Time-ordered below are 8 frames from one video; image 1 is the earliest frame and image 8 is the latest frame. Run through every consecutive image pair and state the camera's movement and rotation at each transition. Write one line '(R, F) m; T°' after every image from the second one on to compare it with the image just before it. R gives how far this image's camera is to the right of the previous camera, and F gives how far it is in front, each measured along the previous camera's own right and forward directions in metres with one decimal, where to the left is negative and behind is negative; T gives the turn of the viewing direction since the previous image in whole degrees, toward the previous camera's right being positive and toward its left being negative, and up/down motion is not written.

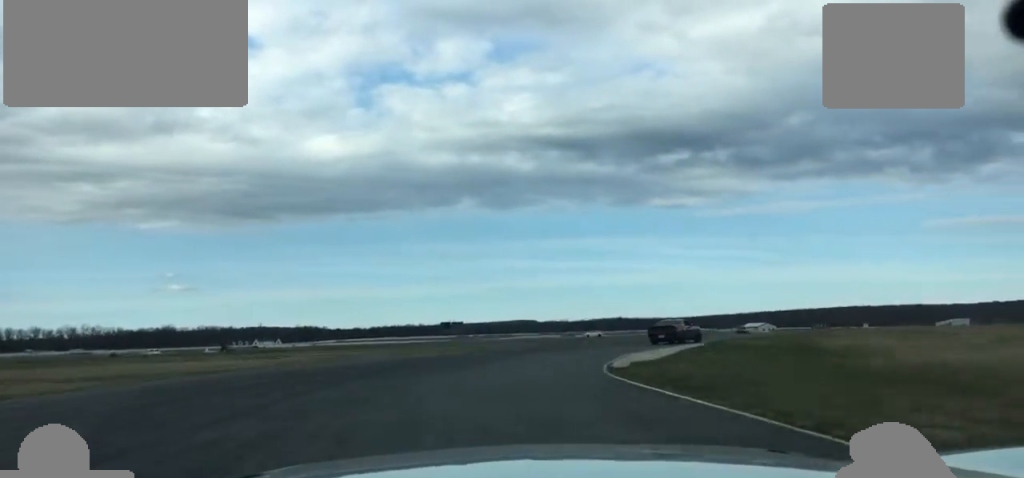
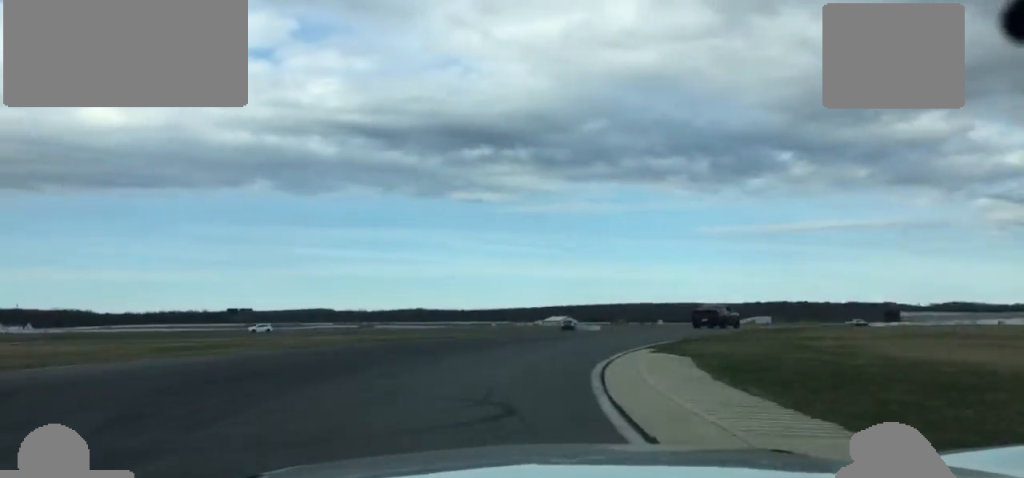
(+2.6, +25.4) m; +14°
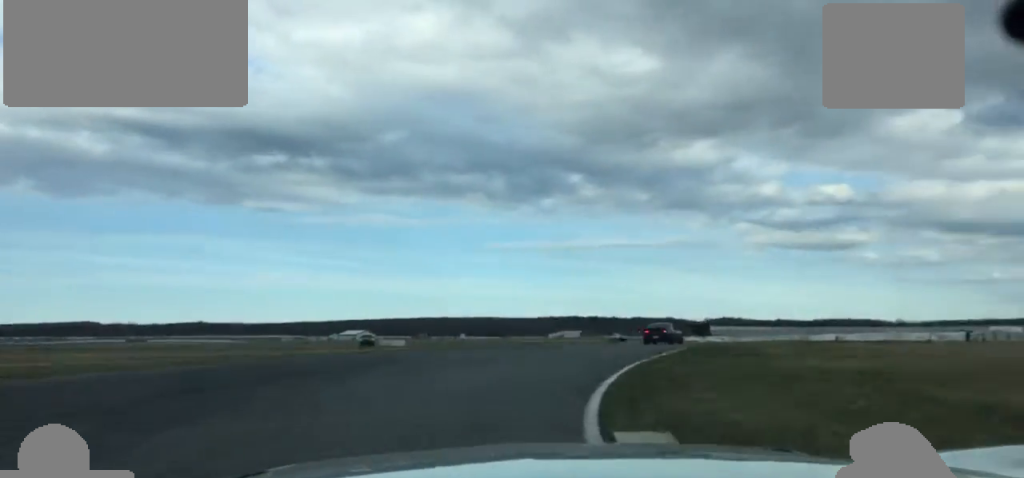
(+2.8, +19.0) m; +11°
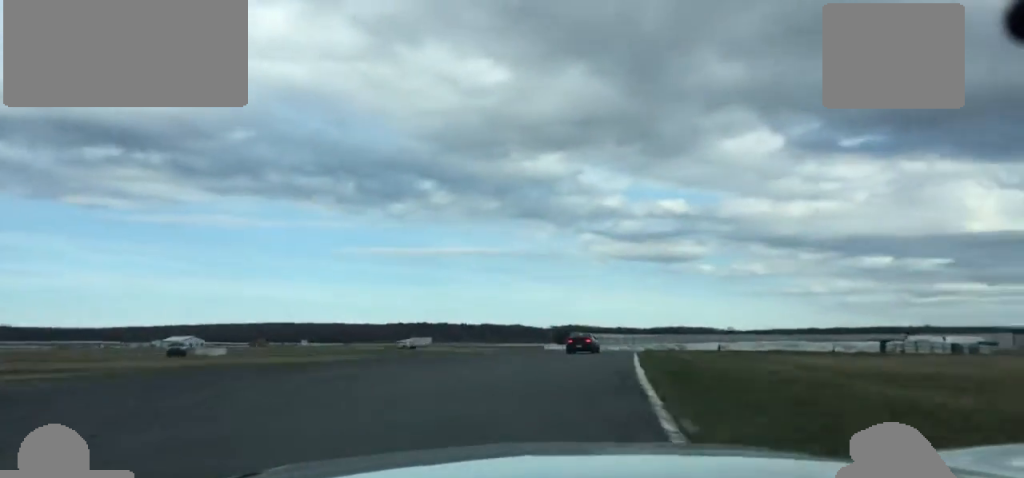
(+1.0, +14.7) m; +8°
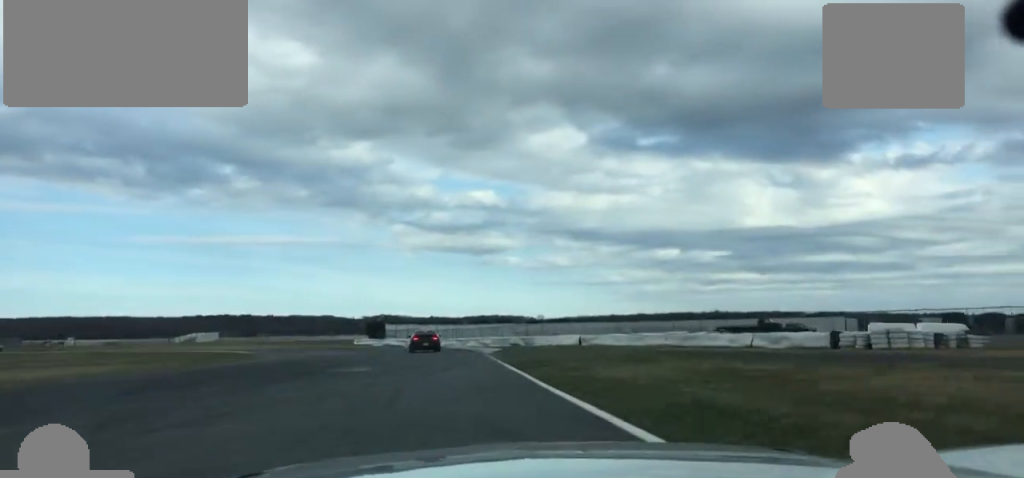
(+2.2, +23.2) m; +8°
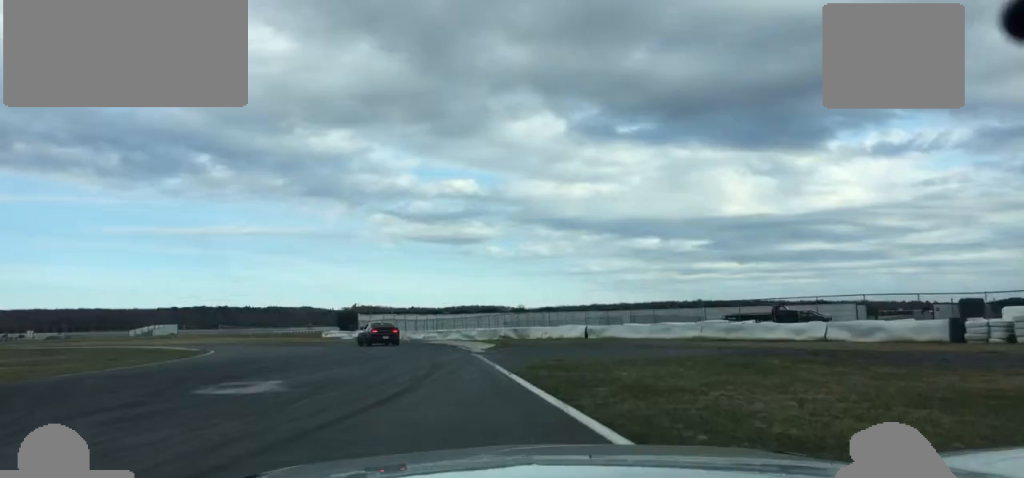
(+0.7, +11.8) m; +2°
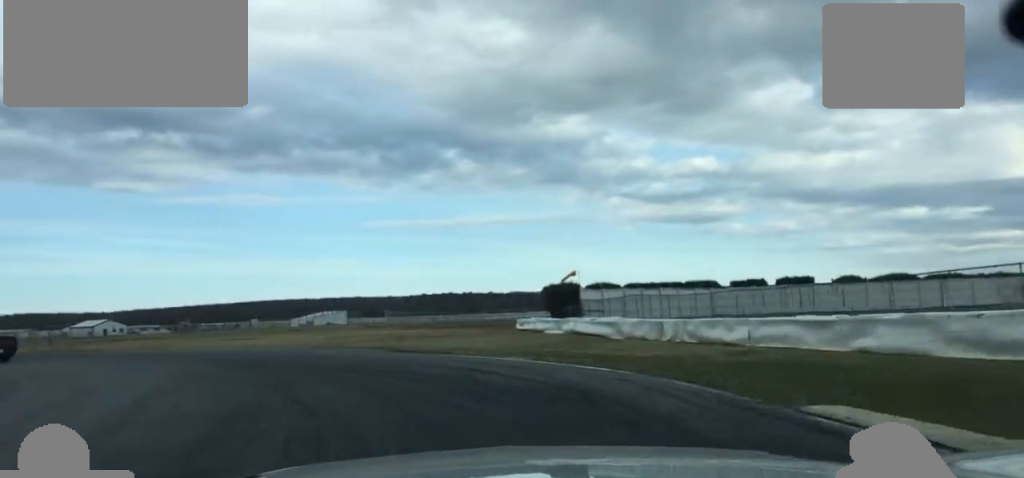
(-2.6, +52.8) m; -11°
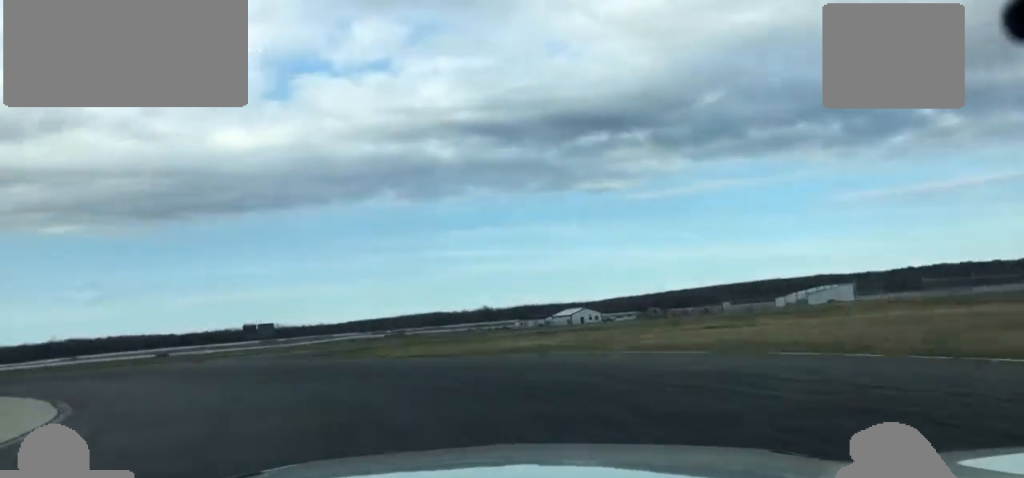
(-2.3, +27.1) m; -28°
